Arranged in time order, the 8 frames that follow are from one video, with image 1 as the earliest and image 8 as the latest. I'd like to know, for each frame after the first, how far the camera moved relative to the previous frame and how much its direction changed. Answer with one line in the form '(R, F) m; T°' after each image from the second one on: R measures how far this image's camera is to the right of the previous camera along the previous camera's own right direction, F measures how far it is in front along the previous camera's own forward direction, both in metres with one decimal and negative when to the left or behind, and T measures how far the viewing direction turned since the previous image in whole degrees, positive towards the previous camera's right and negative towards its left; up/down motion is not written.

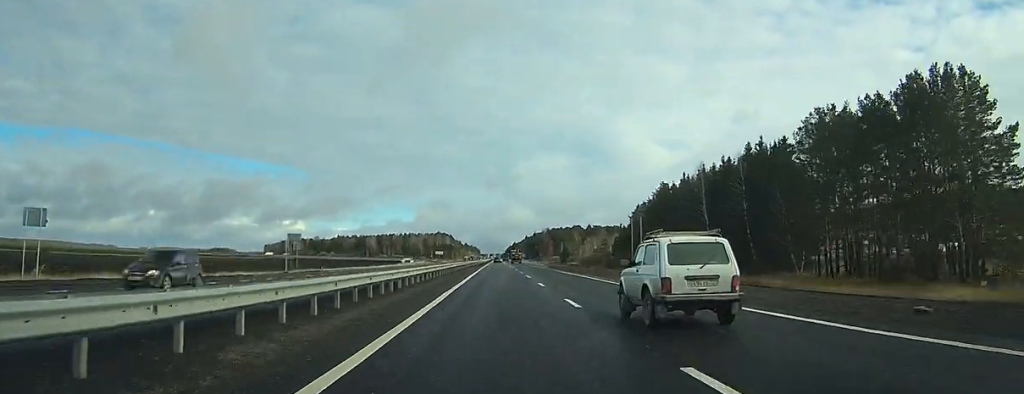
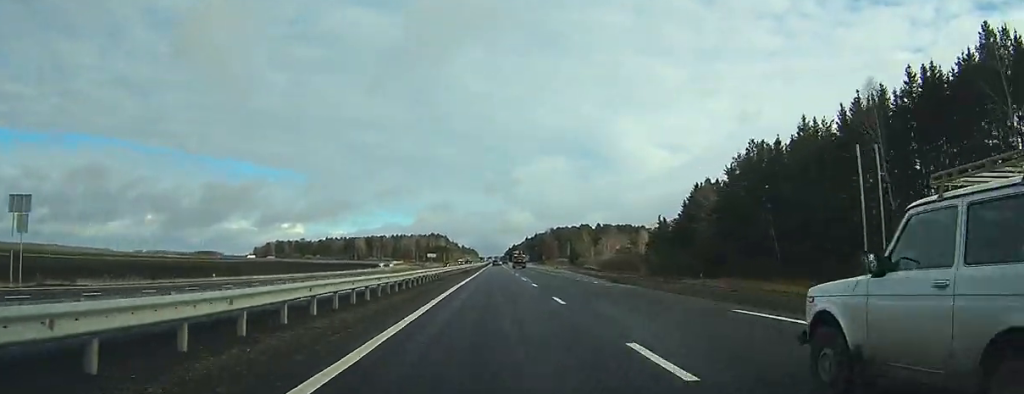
(+0.2, +45.6) m; 0°
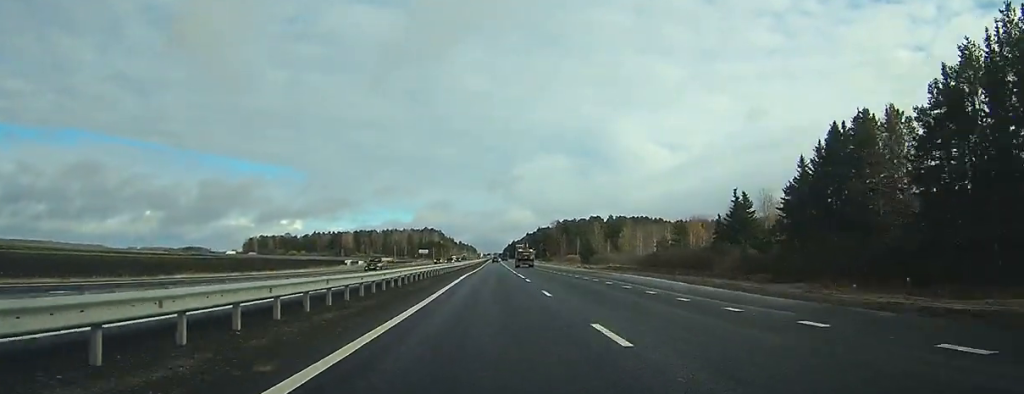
(0.0, +44.2) m; 0°
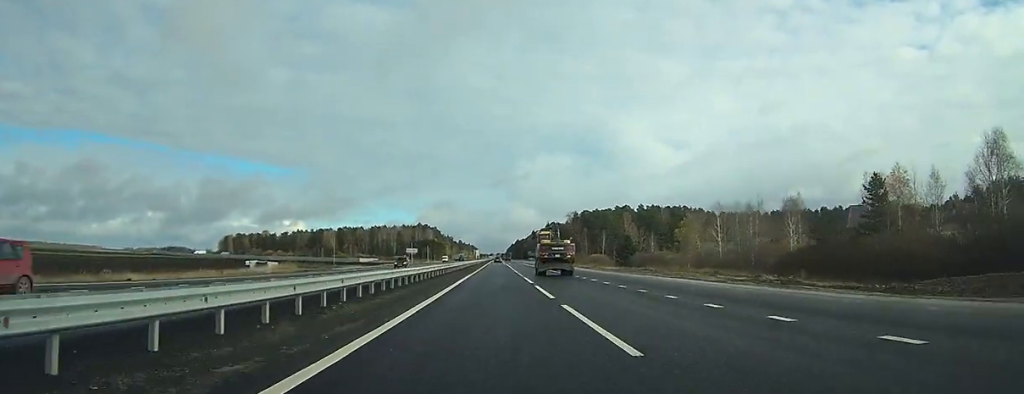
(-0.1, +63.9) m; 0°
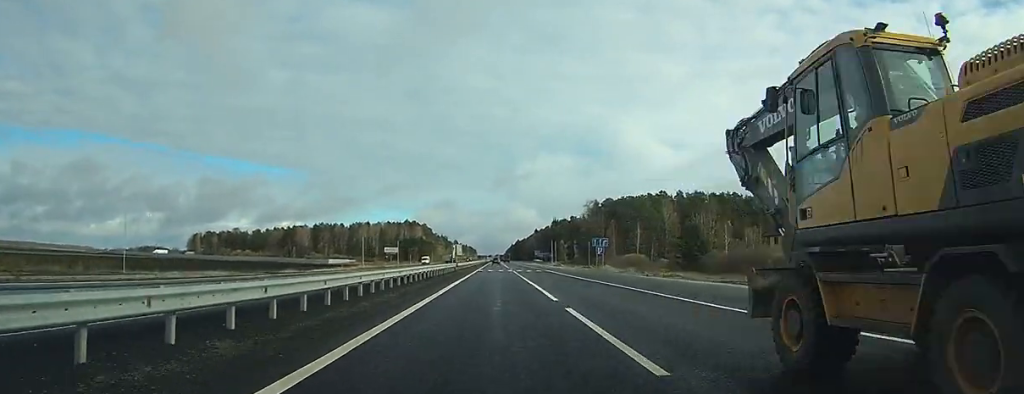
(+0.1, +63.6) m; 0°
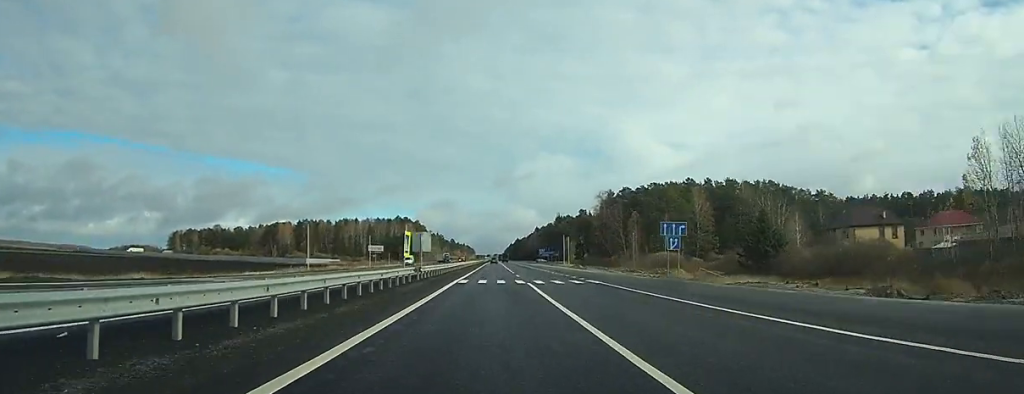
(-0.1, +33.0) m; 0°
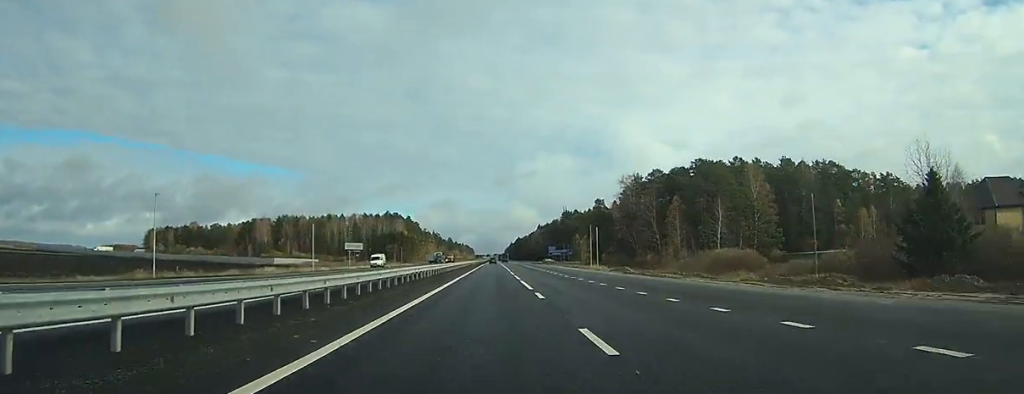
(+0.1, +37.8) m; 0°
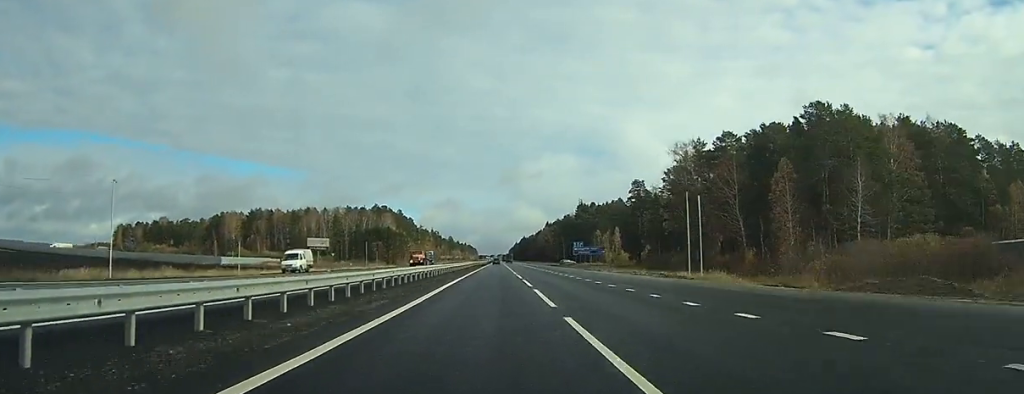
(+0.4, +45.5) m; 0°
